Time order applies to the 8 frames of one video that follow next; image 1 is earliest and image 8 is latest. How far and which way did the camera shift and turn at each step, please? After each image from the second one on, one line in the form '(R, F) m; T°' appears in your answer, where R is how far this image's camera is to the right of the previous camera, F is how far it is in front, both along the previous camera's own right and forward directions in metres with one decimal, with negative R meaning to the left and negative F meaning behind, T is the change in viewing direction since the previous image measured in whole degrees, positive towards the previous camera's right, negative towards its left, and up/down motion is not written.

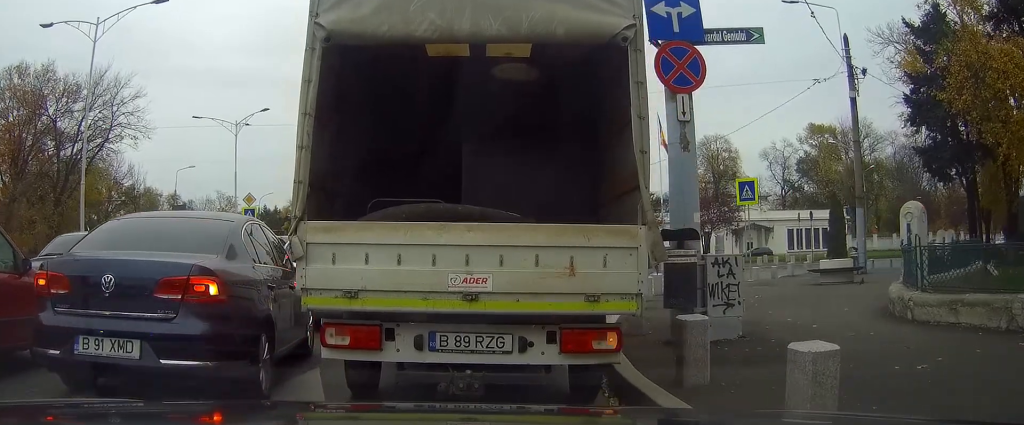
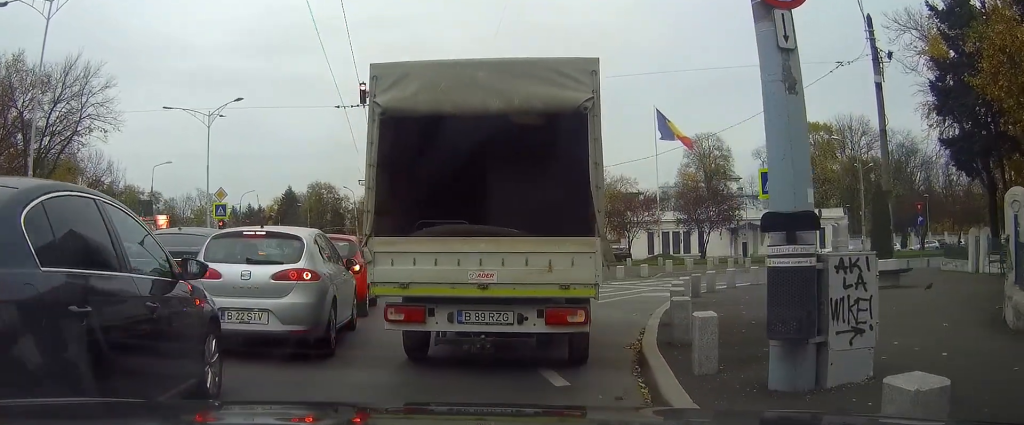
(-0.1, +3.2) m; -2°
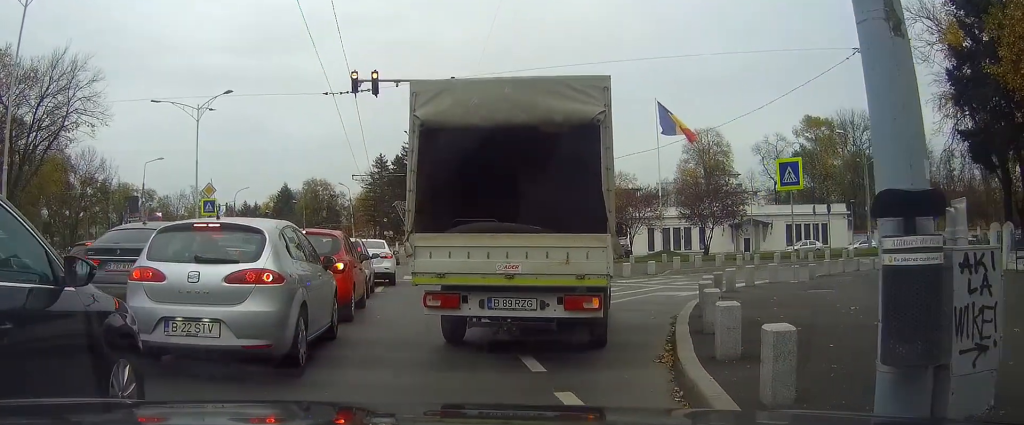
(0.0, +1.4) m; -1°
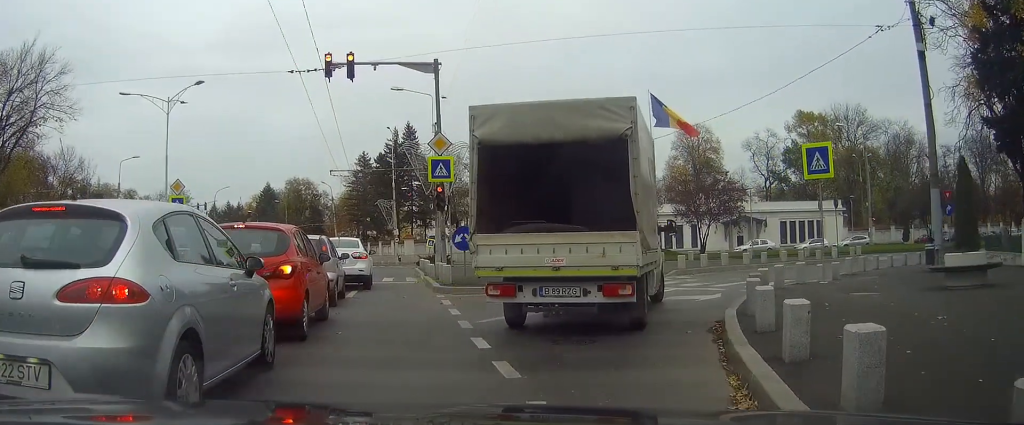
(0.0, +2.5) m; +1°
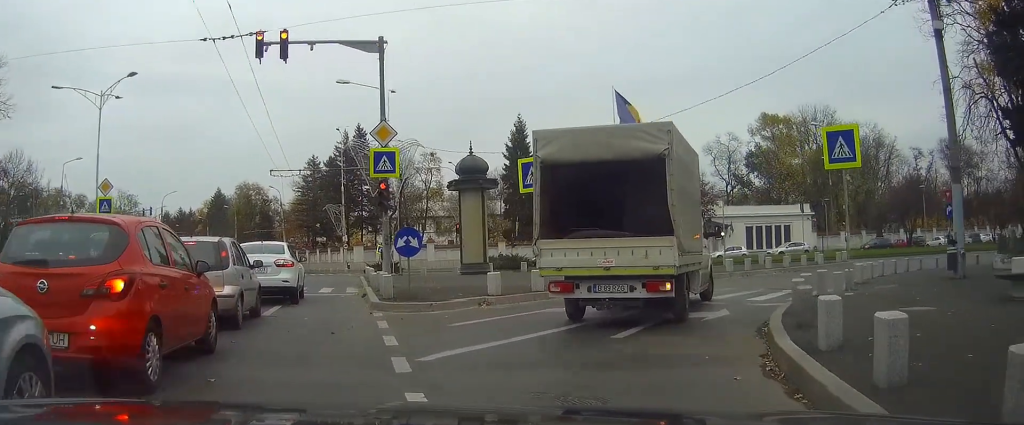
(+0.1, +3.4) m; +3°
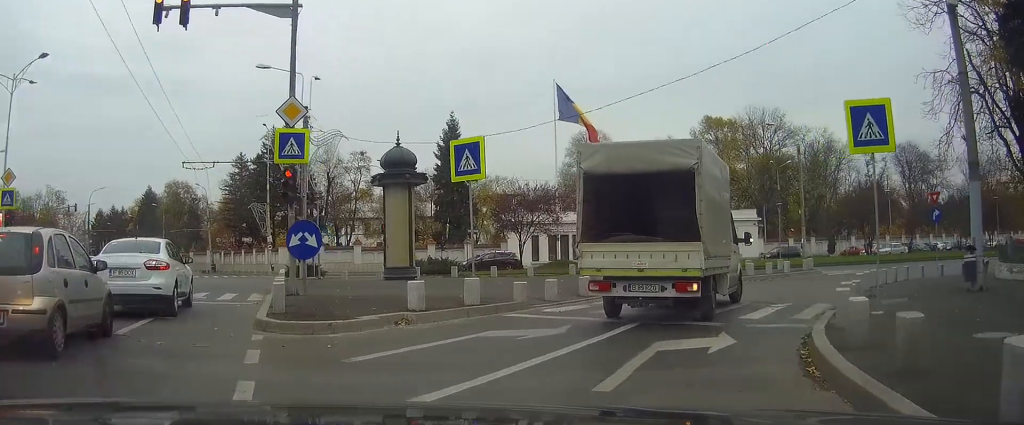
(0.0, +3.5) m; +6°
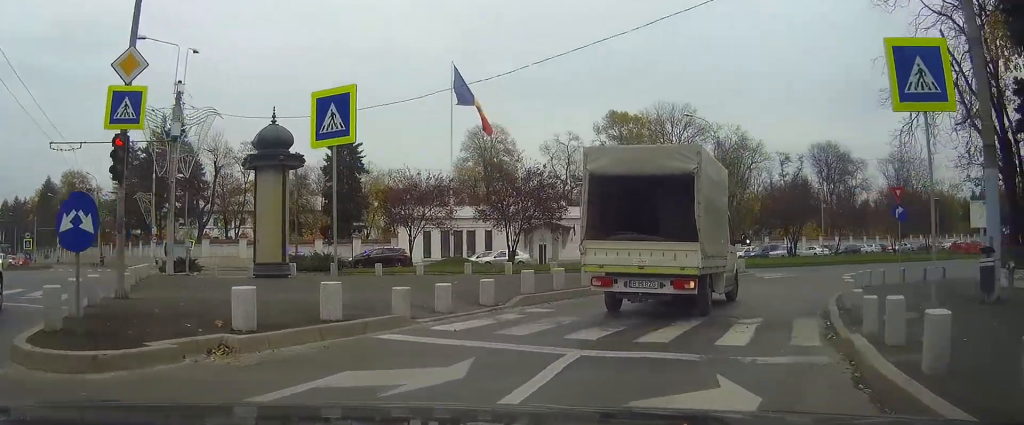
(+0.3, +3.8) m; +6°
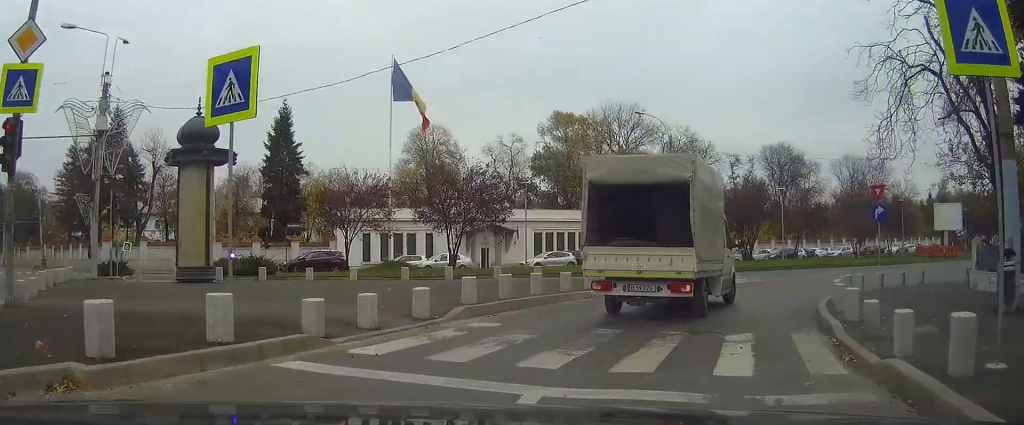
(0.0, +2.1) m; +3°
